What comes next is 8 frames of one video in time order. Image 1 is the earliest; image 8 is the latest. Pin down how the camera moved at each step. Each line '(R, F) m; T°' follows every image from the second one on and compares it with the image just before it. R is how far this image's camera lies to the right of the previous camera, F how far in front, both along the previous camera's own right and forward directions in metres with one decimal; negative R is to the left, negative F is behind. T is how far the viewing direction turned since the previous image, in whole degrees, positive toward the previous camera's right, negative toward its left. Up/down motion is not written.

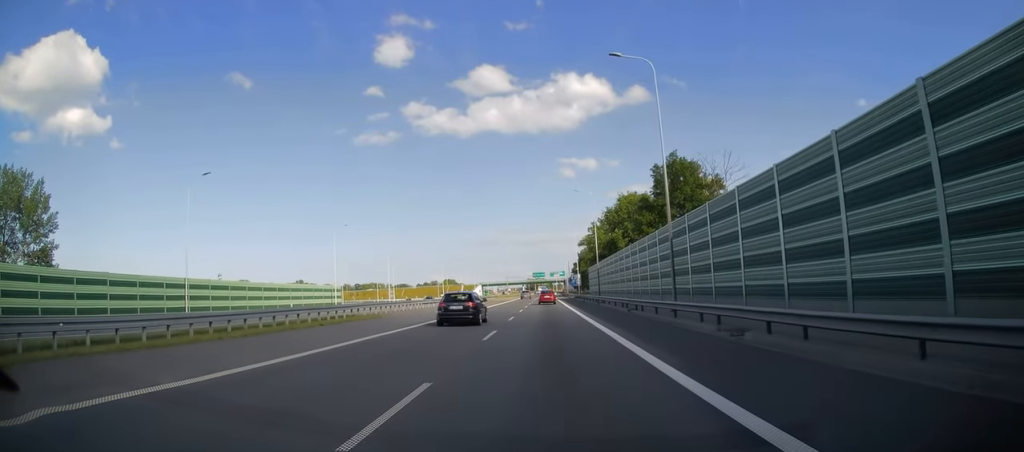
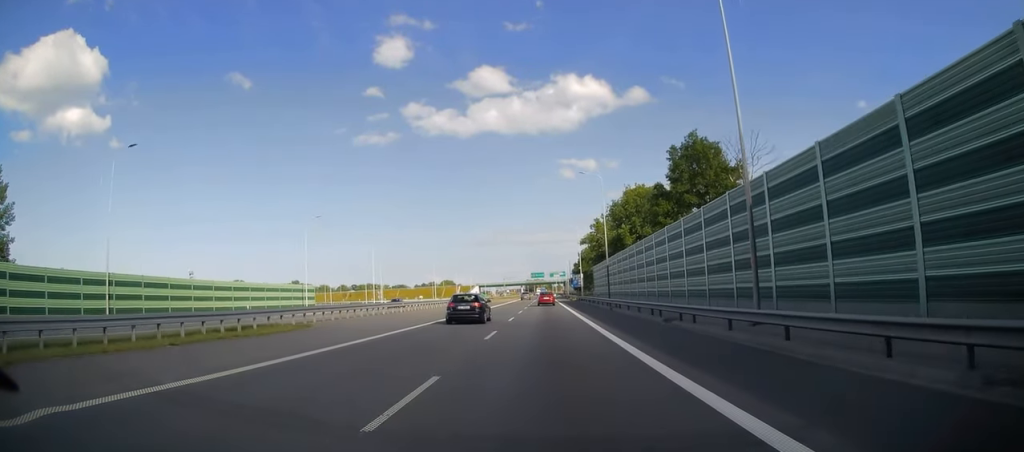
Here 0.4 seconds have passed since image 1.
(0.0, +11.1) m; 0°
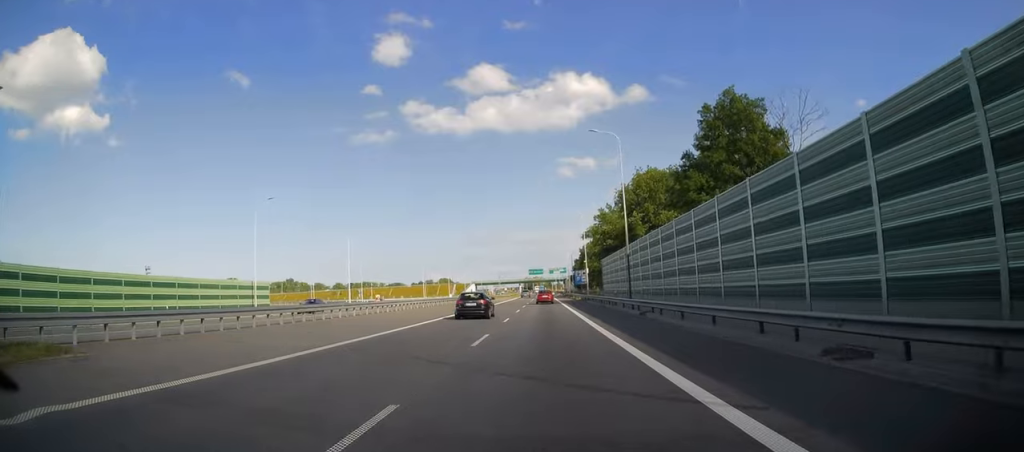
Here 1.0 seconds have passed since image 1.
(-0.2, +14.6) m; 0°
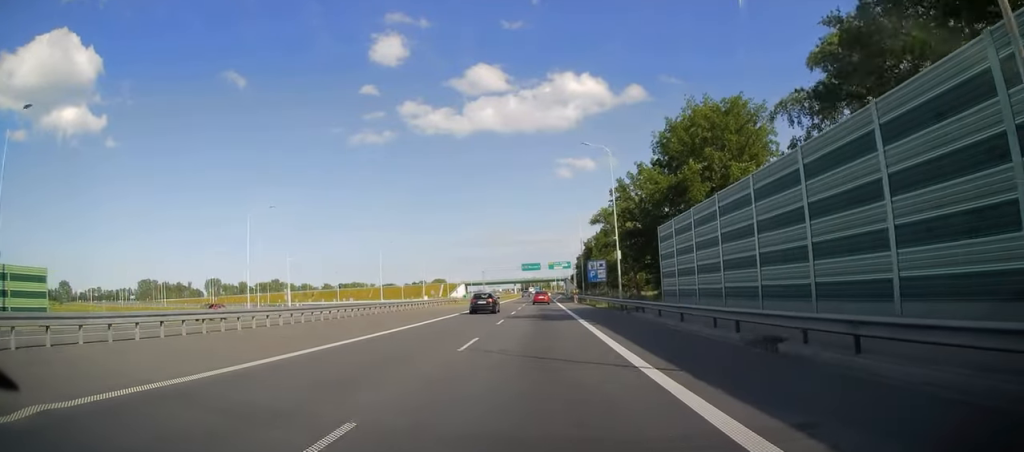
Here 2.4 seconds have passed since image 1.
(+0.2, +36.8) m; 0°
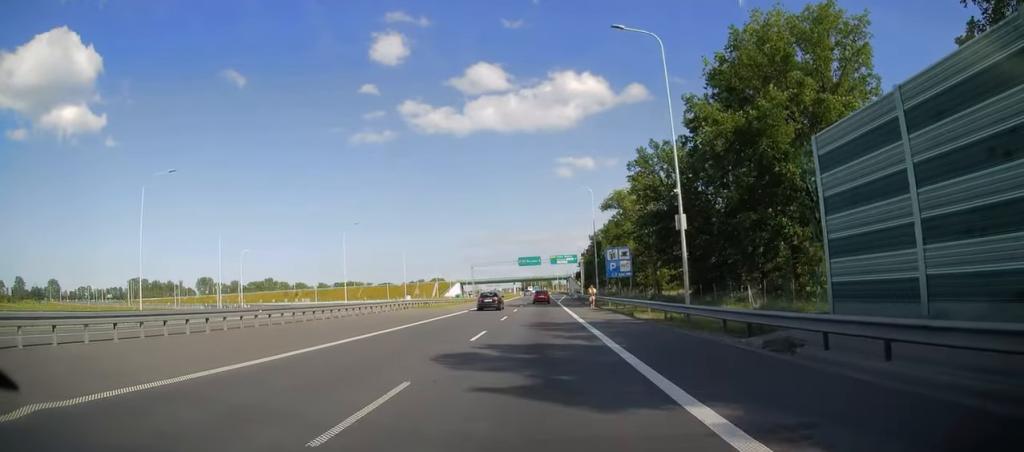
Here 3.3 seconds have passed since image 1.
(-0.2, +20.9) m; 0°
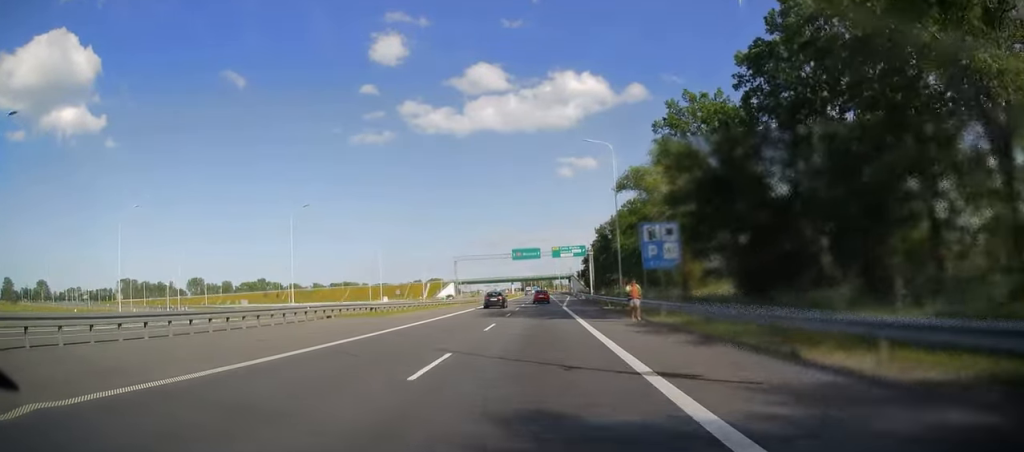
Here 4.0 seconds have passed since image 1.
(+0.2, +19.7) m; 0°
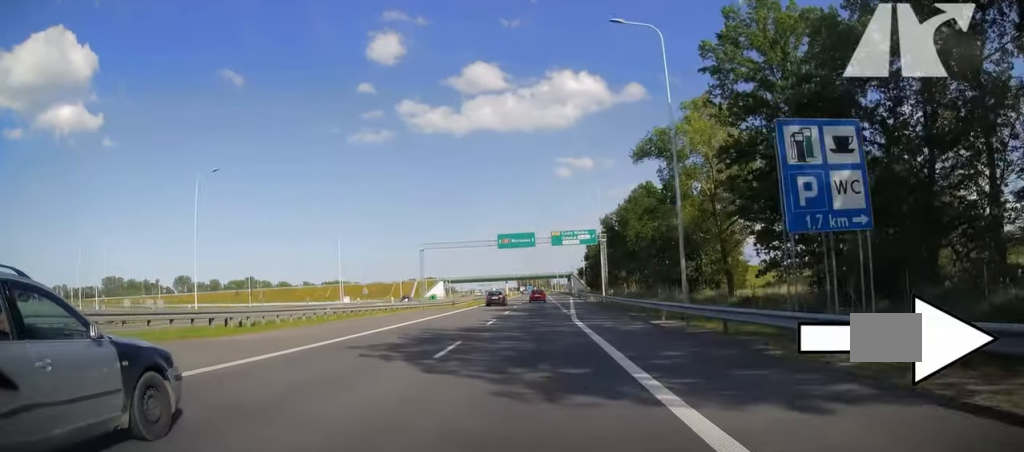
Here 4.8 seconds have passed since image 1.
(-0.2, +20.9) m; 0°
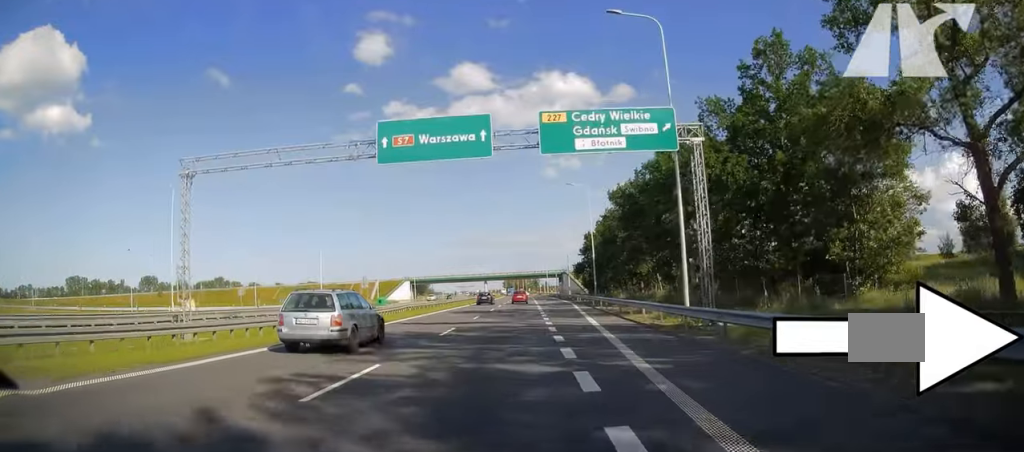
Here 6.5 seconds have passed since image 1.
(+0.5, +41.0) m; +1°
